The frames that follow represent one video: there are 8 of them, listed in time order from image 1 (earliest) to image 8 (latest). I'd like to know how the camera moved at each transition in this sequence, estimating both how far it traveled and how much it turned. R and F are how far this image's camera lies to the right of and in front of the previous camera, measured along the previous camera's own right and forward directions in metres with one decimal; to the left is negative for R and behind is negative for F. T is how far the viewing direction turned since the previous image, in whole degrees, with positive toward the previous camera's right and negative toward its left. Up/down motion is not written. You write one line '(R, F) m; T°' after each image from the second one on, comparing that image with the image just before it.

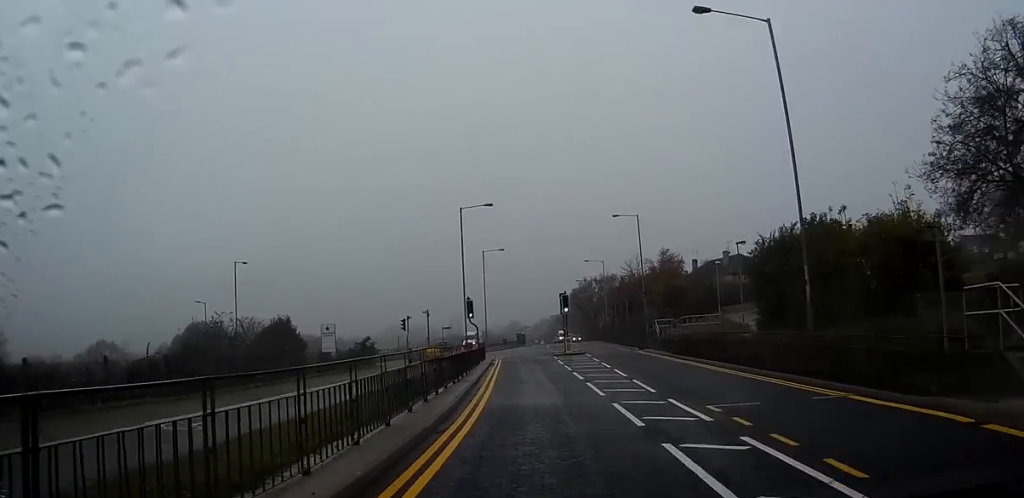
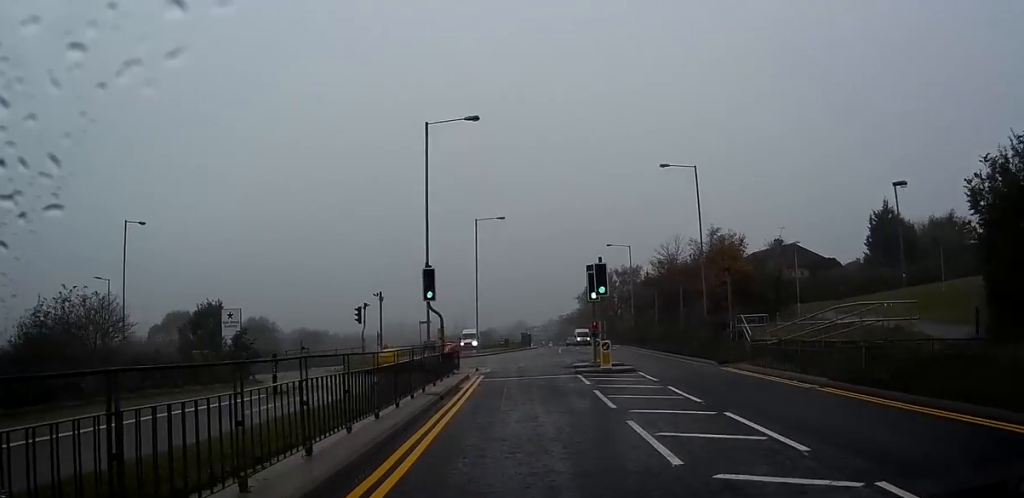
(+0.2, +21.2) m; -1°
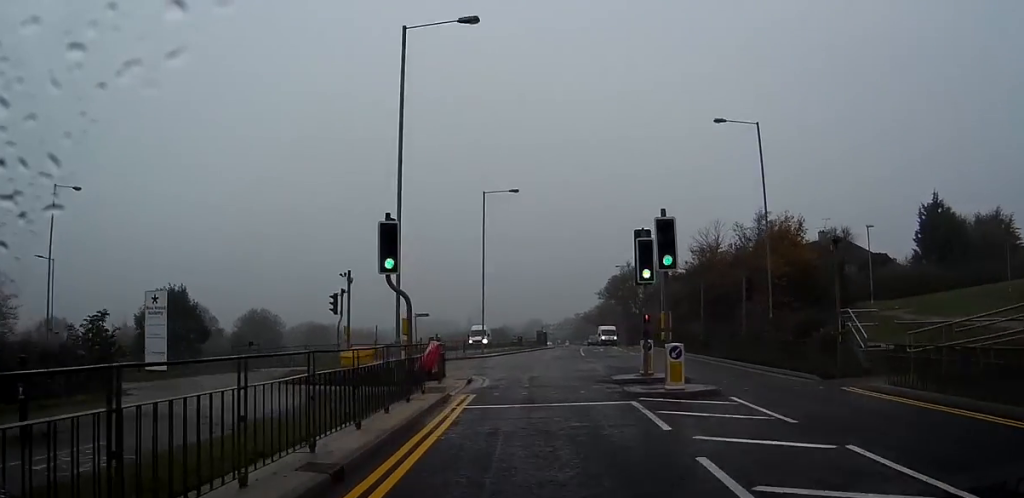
(-0.1, +10.2) m; -2°
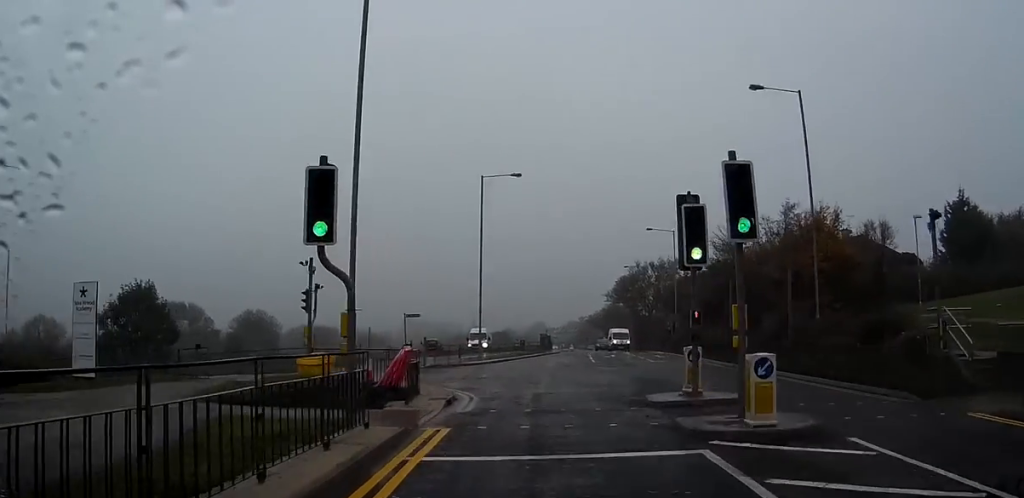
(-0.1, +5.7) m; 0°
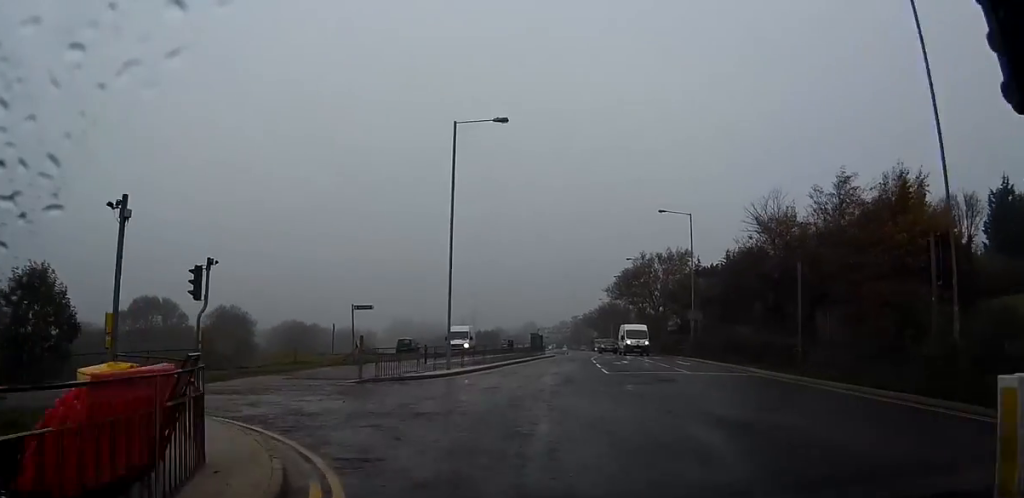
(-0.1, +11.4) m; 0°
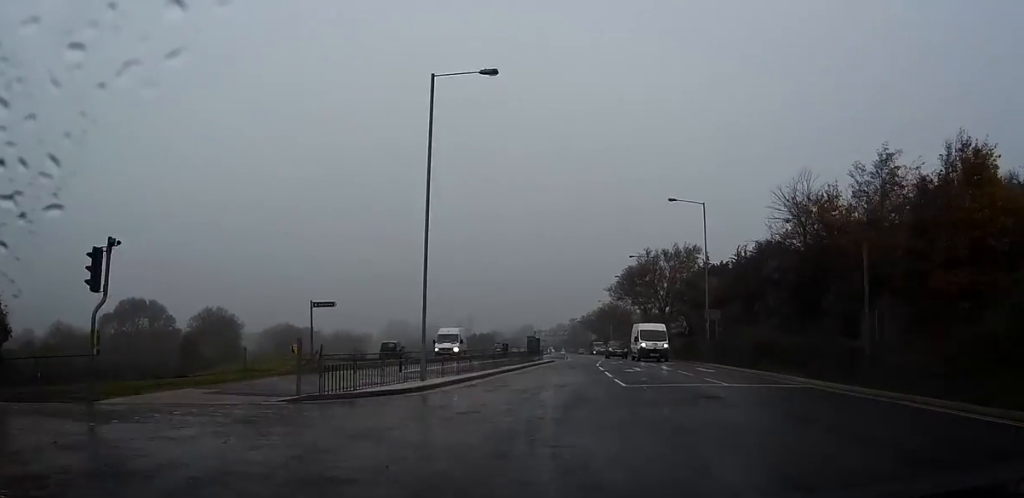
(0.0, +6.0) m; 0°
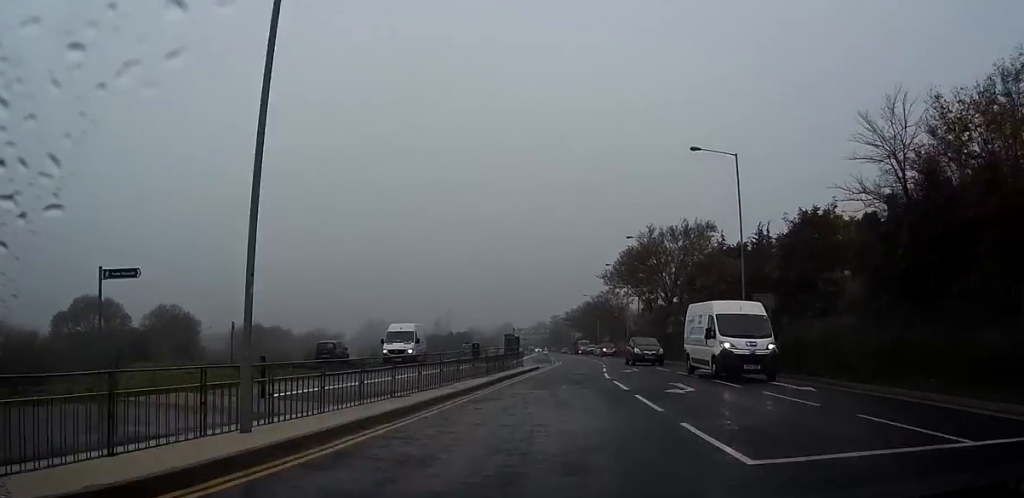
(+0.2, +14.0) m; +2°
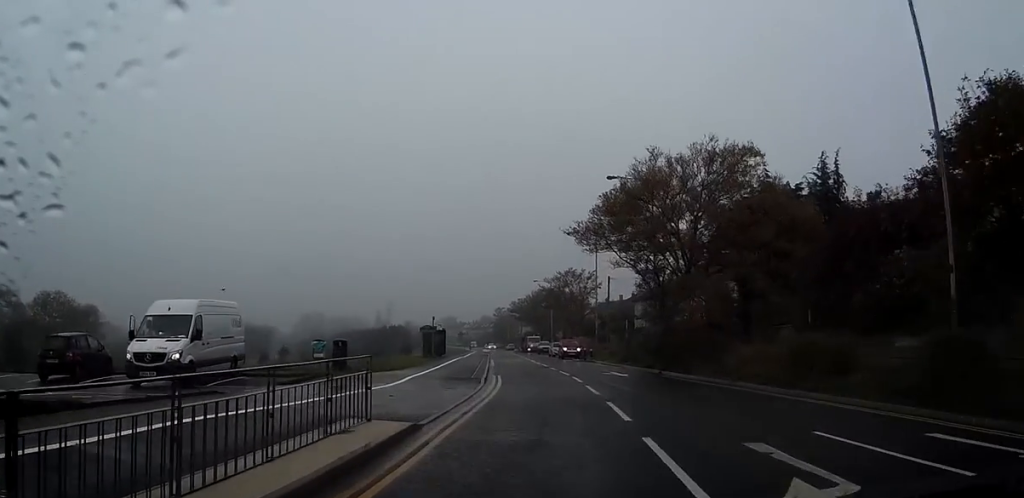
(+1.2, +25.6) m; +4°
